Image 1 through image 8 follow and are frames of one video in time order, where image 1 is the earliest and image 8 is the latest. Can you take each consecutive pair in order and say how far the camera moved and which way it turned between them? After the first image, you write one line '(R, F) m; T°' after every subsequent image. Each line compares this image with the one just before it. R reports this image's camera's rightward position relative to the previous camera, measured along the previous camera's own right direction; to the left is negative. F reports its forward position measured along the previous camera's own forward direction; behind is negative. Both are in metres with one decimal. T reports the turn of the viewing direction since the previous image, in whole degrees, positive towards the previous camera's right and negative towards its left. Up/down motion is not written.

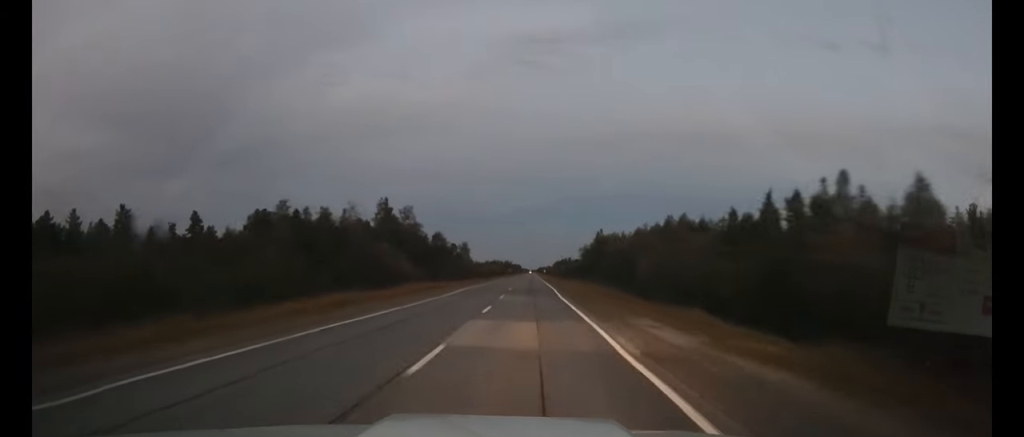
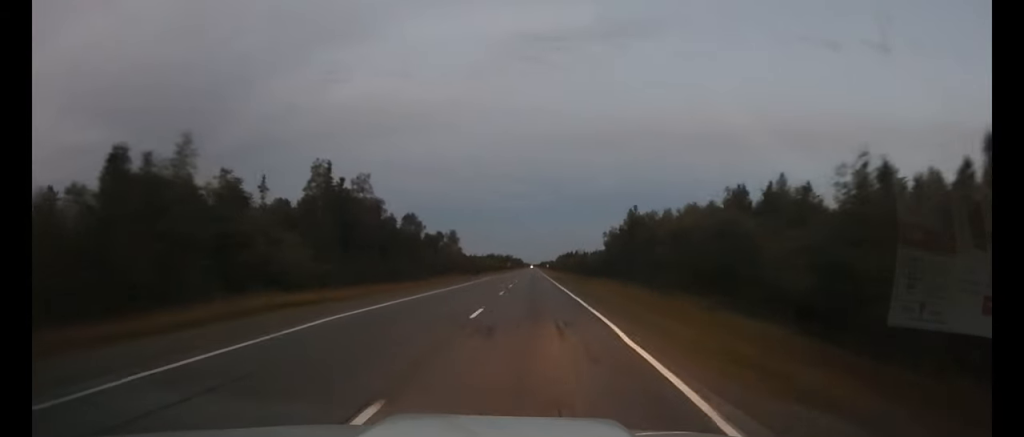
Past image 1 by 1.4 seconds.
(0.0, +30.6) m; 0°
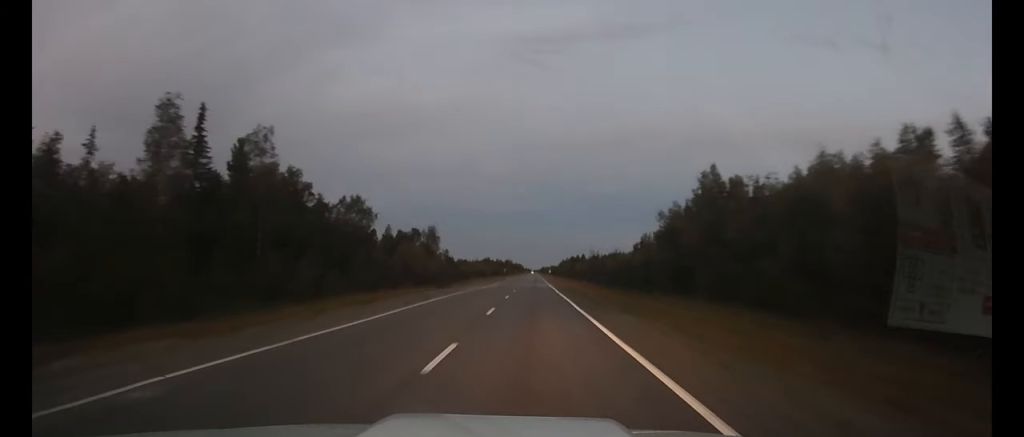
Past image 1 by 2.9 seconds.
(0.0, +31.6) m; 0°
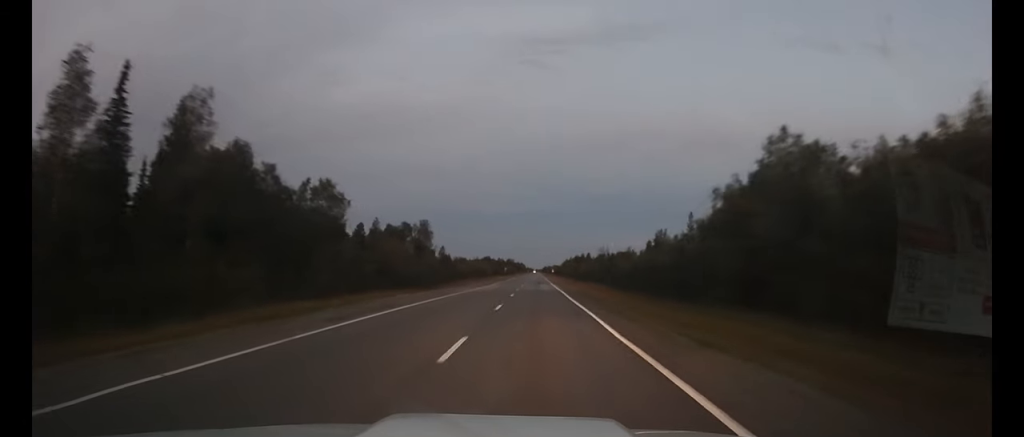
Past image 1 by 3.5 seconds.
(0.0, +11.2) m; 0°
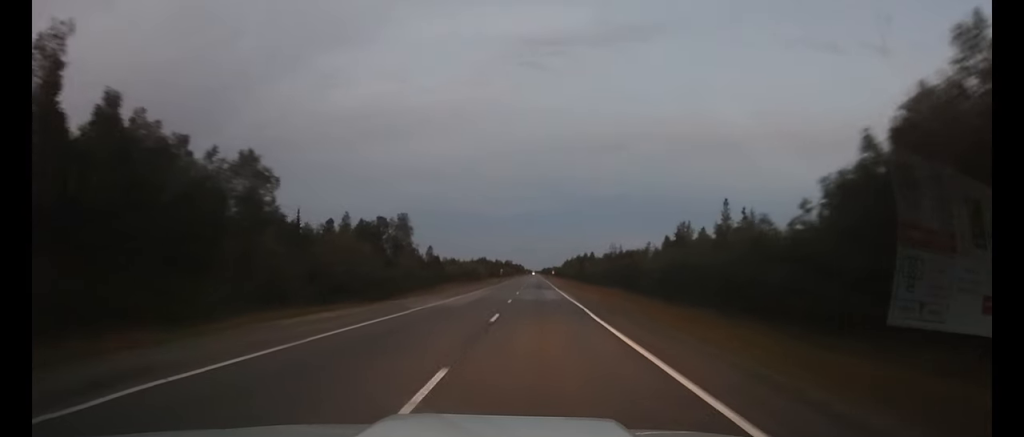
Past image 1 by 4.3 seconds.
(0.0, +15.8) m; 0°
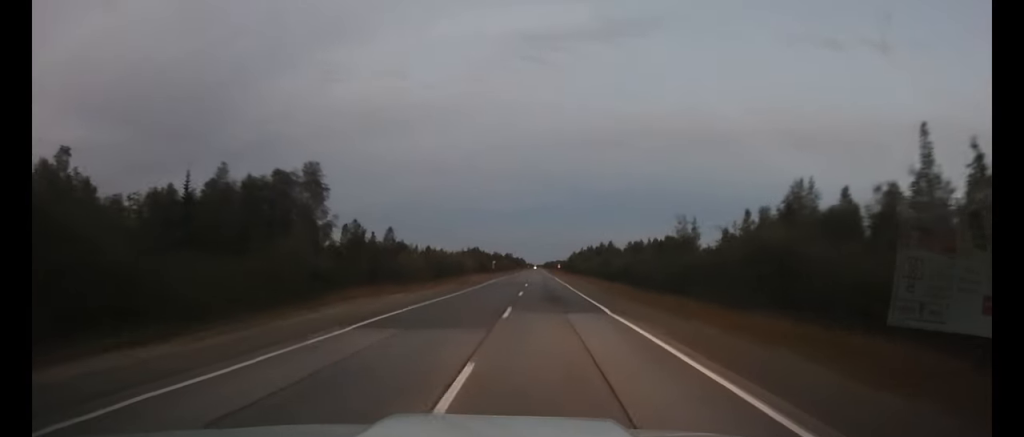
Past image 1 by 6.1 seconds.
(-0.1, +36.2) m; 0°
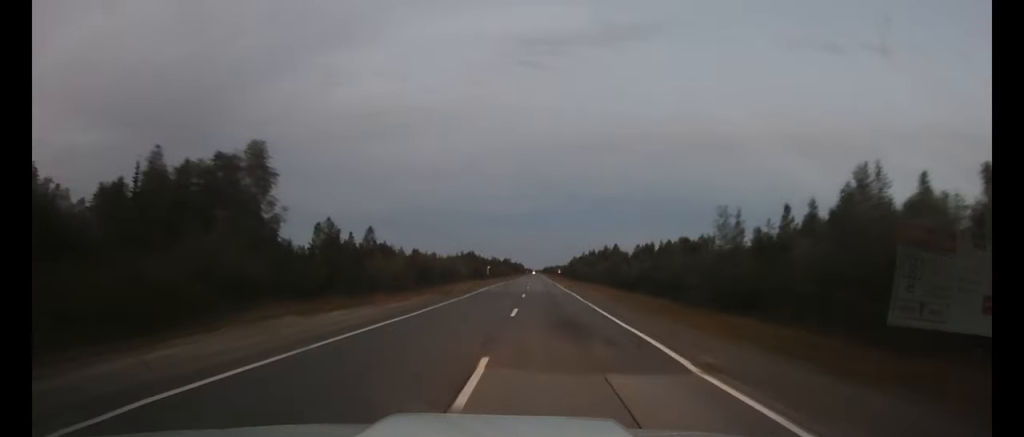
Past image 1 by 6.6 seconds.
(0.0, +10.4) m; 0°
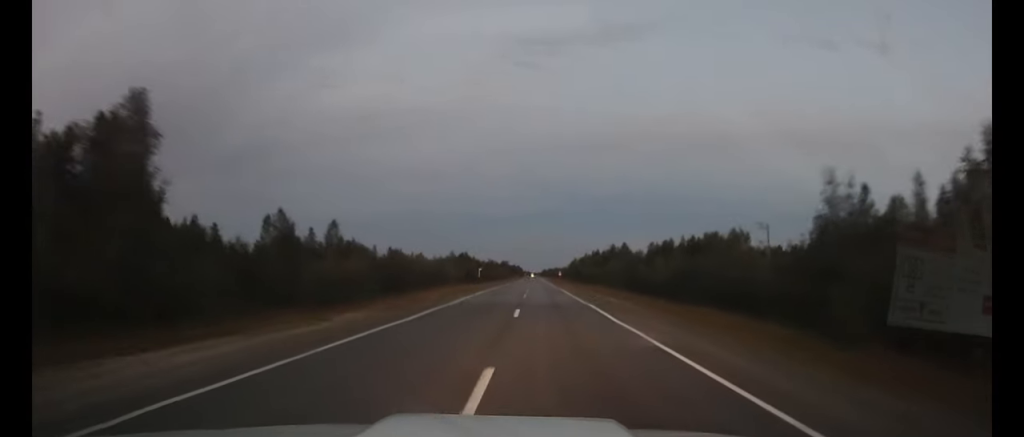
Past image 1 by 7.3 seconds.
(0.0, +14.0) m; 0°
